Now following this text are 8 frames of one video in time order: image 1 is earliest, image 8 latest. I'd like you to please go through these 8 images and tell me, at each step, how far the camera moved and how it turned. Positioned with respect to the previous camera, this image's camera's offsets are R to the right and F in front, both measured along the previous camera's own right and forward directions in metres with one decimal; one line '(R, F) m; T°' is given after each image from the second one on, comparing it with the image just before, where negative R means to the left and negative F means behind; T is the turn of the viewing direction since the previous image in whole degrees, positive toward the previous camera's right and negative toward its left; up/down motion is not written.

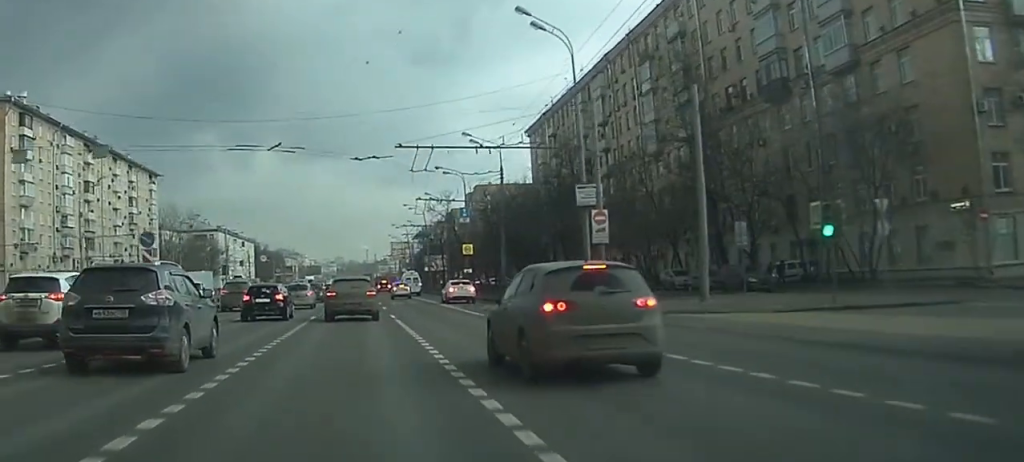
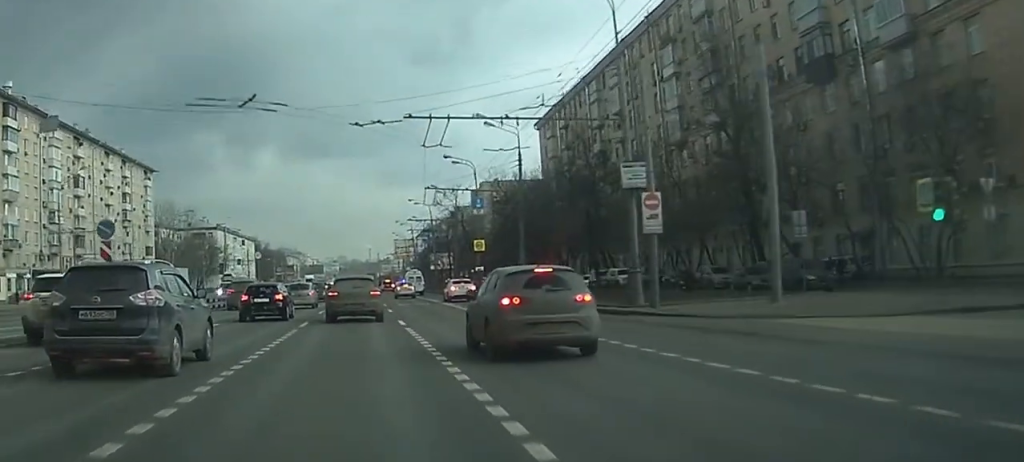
(0.0, +6.7) m; 0°
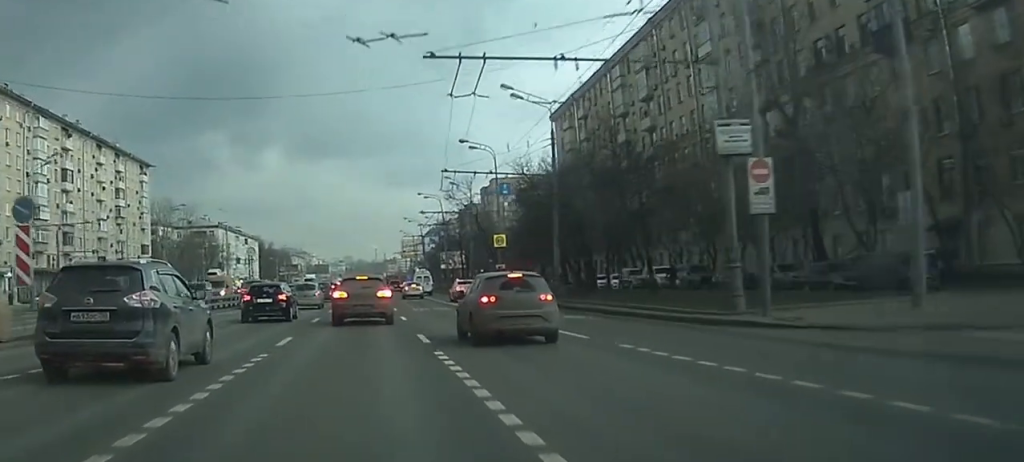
(0.0, +8.9) m; 0°
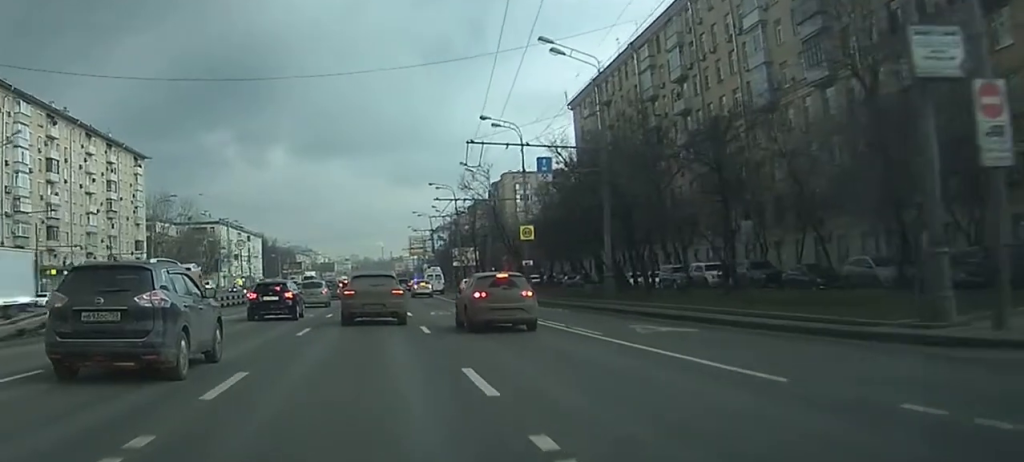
(0.0, +9.6) m; 0°
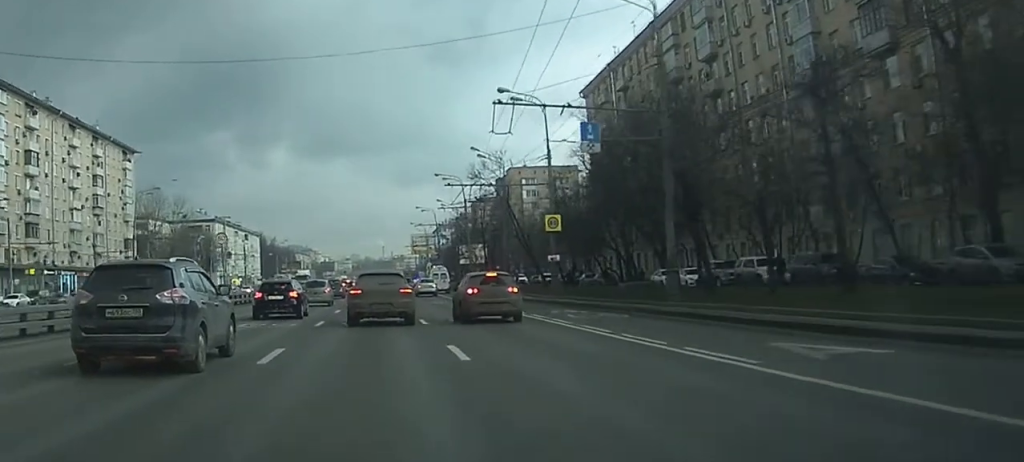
(0.0, +8.7) m; 0°
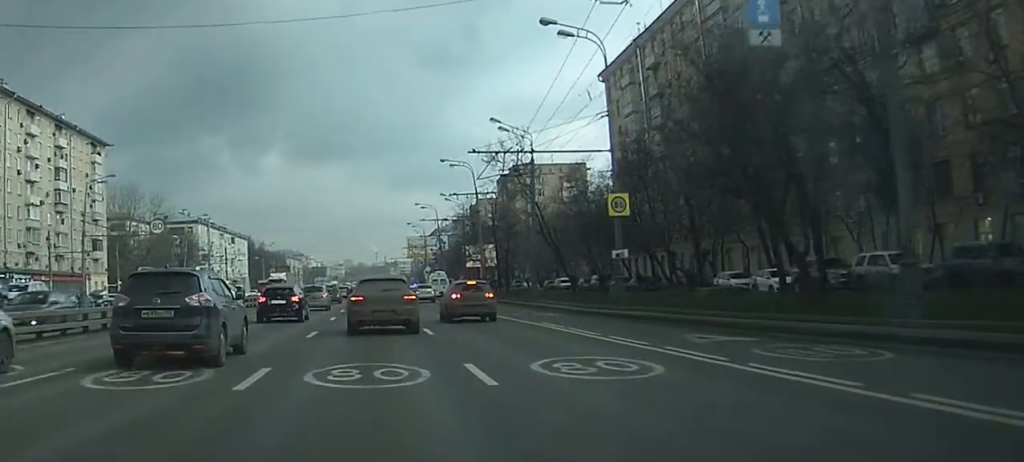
(0.0, +15.5) m; +1°
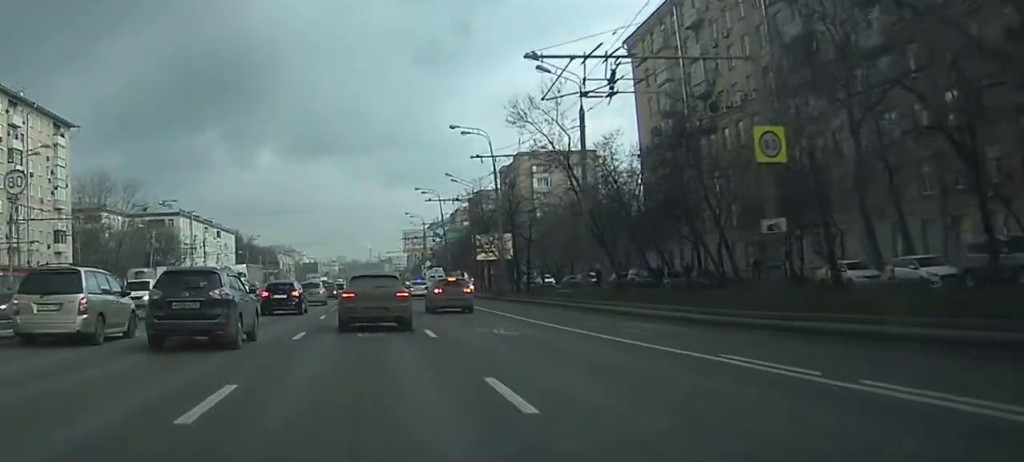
(+0.1, +15.1) m; +1°
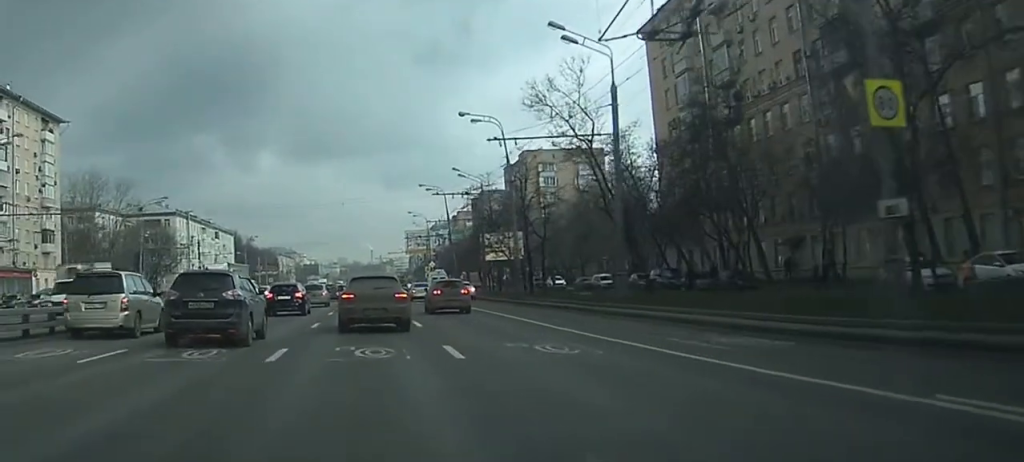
(0.0, +5.5) m; 0°
